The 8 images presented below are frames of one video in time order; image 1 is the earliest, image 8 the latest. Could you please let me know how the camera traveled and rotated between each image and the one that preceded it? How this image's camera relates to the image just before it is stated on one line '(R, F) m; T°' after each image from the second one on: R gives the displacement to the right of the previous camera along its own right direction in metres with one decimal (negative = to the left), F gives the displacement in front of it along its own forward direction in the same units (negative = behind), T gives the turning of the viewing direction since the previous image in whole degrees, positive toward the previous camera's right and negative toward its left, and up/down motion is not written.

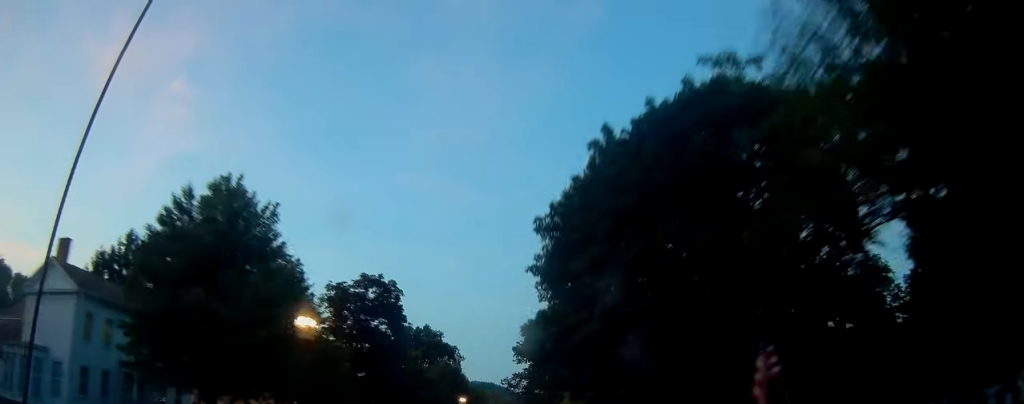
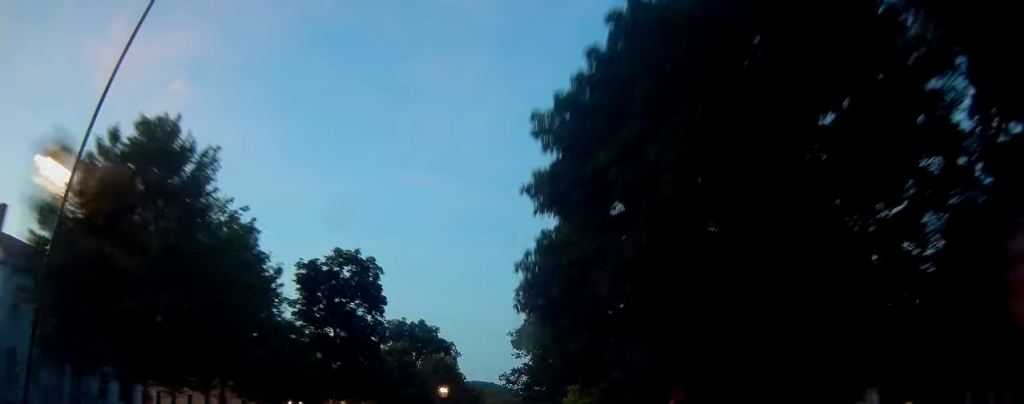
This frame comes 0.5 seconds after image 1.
(0.0, +6.6) m; 0°
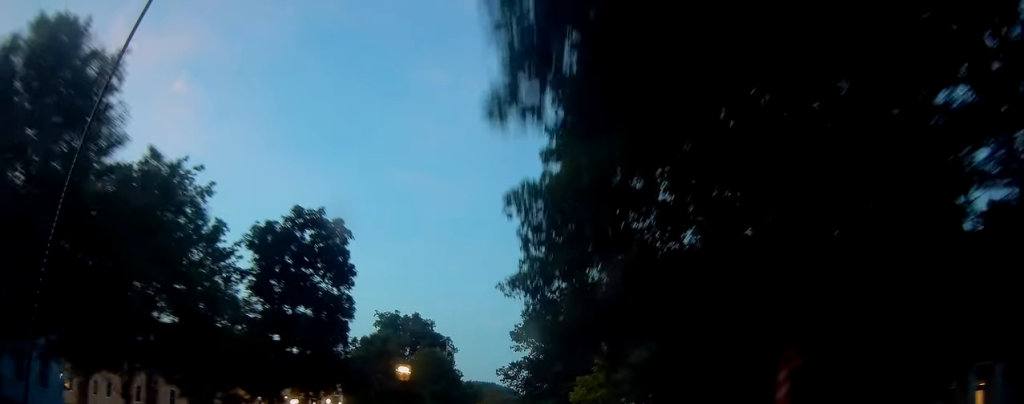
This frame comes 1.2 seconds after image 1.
(+0.1, +7.7) m; 0°
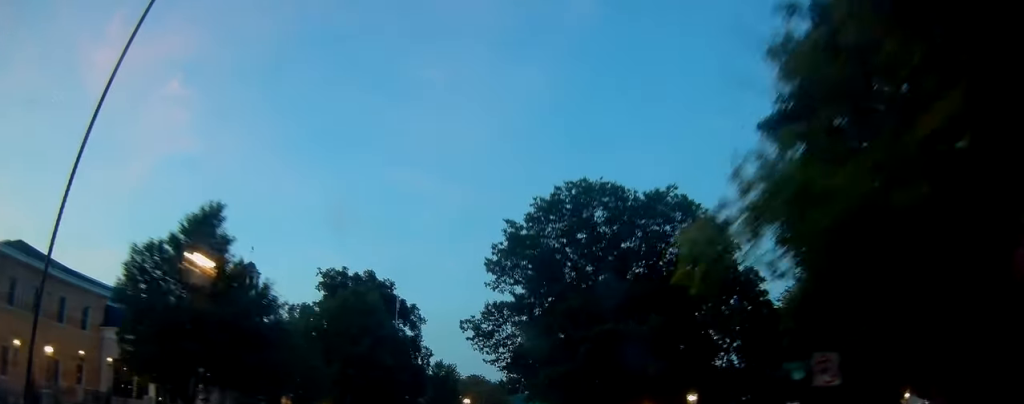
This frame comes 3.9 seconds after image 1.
(-0.4, +32.5) m; 0°
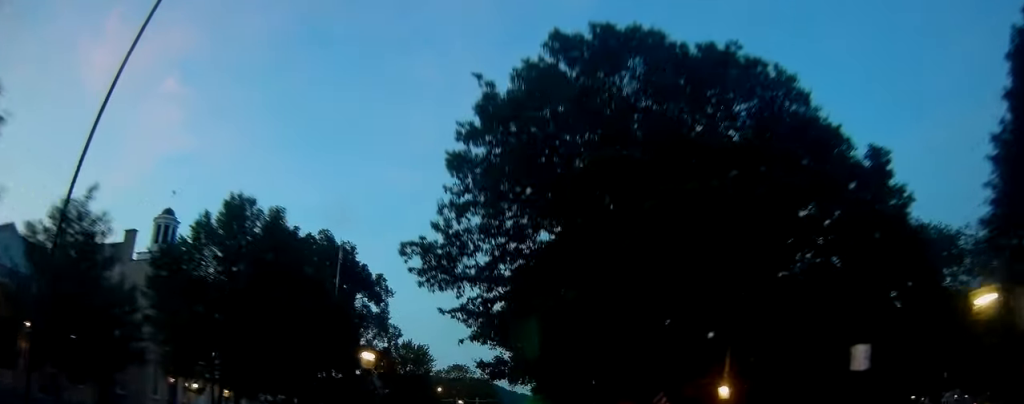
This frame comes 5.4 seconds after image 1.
(+0.4, +18.2) m; -1°
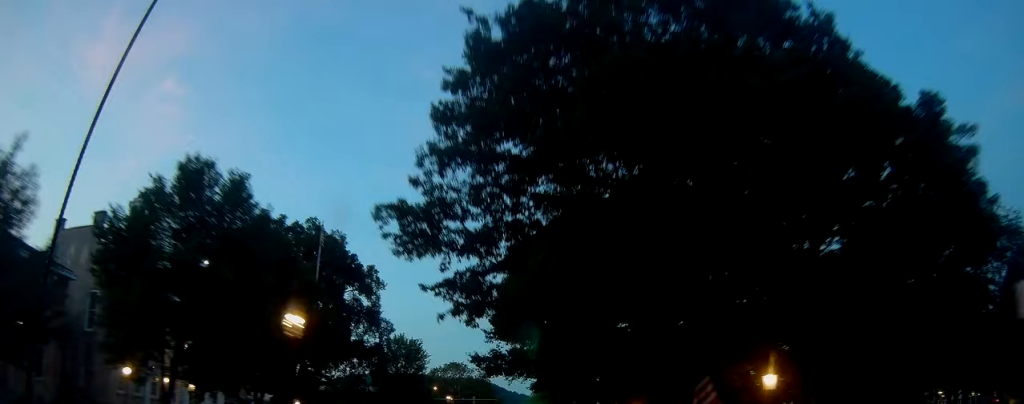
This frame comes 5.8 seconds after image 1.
(0.0, +4.7) m; 0°
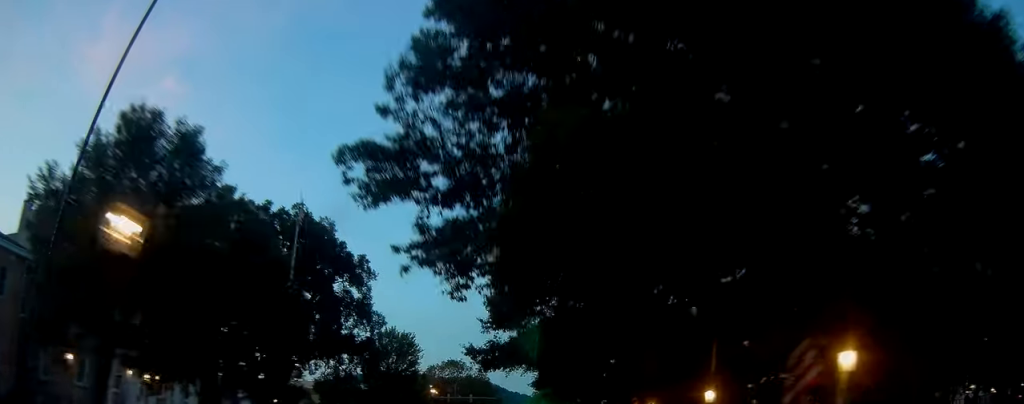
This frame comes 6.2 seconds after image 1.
(-0.1, +5.0) m; 0°
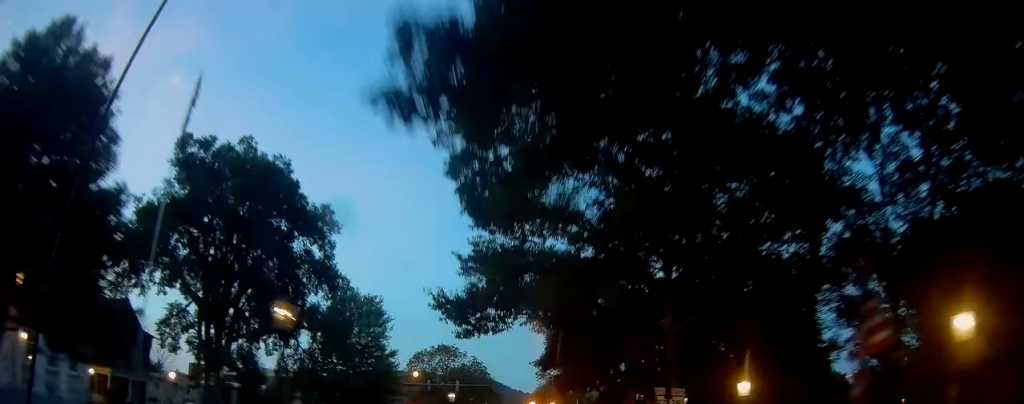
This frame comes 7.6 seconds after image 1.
(+0.2, +15.7) m; 0°
